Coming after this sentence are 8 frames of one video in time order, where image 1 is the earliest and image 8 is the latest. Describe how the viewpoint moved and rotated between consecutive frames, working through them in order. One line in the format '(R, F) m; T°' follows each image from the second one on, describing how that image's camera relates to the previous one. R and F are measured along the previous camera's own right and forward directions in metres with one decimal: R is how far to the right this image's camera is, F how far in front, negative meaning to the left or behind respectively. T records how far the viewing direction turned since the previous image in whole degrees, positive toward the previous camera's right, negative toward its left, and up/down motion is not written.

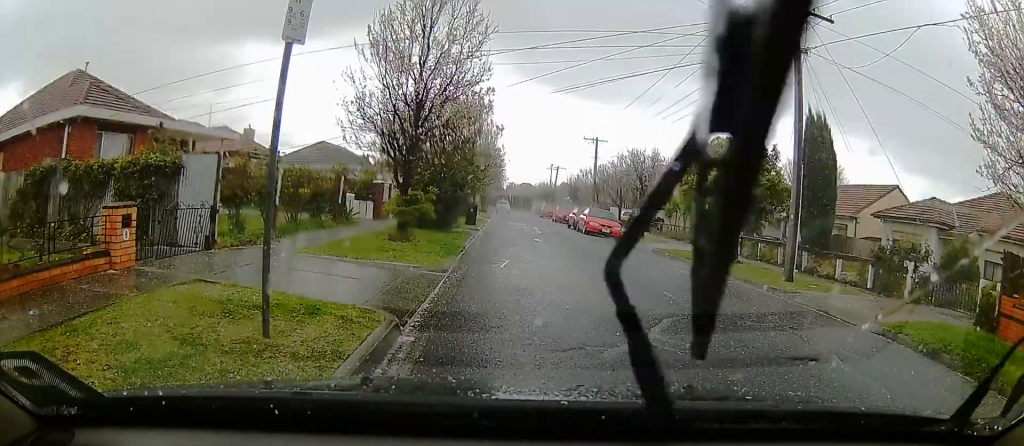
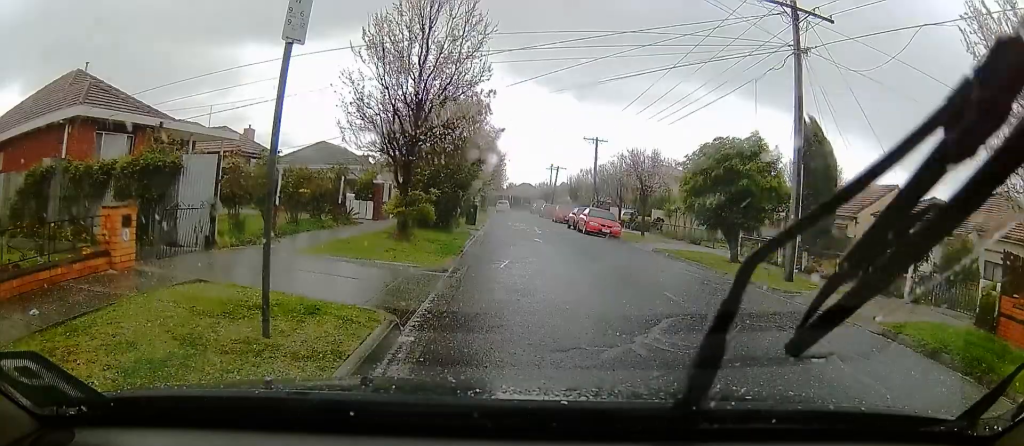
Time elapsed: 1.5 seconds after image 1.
(0.0, 0.0) m; 0°
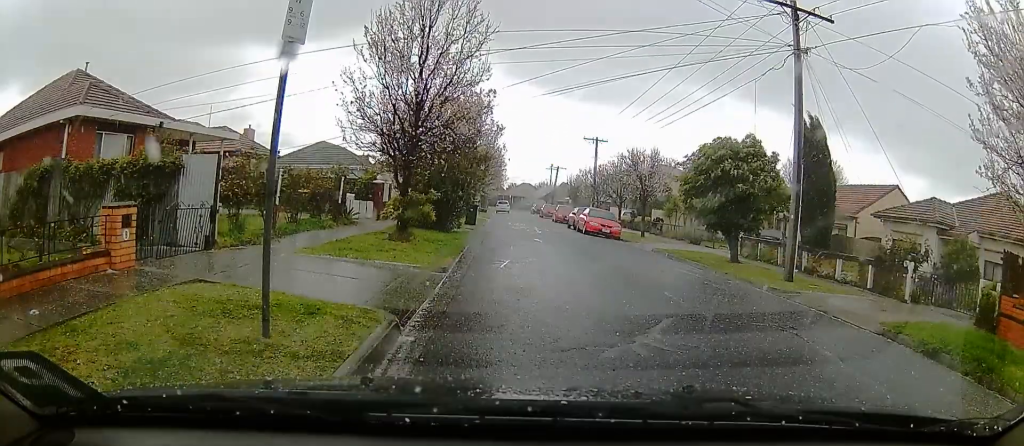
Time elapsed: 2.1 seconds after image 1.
(0.0, 0.0) m; 0°
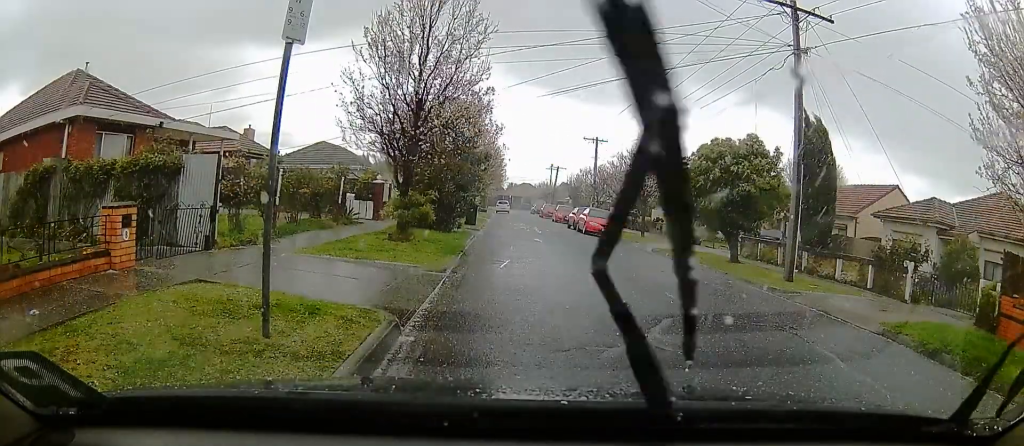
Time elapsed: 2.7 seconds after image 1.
(0.0, 0.0) m; 0°
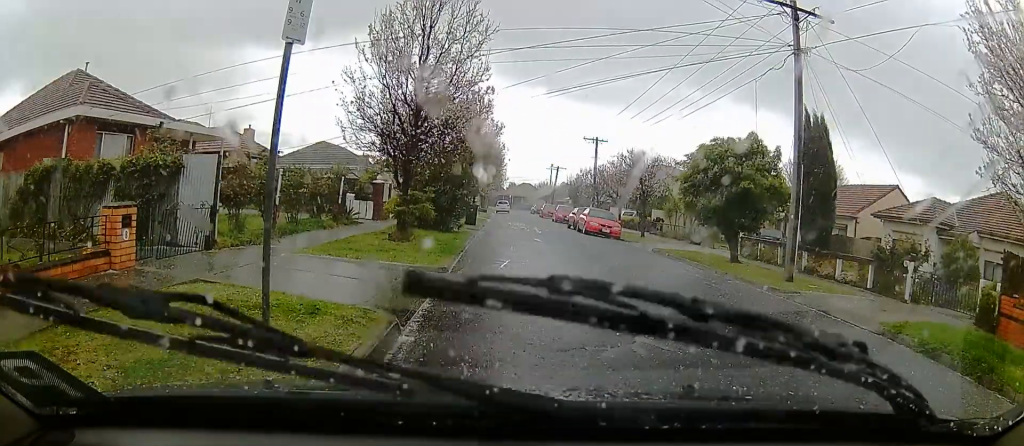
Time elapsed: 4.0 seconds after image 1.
(0.0, 0.0) m; 0°
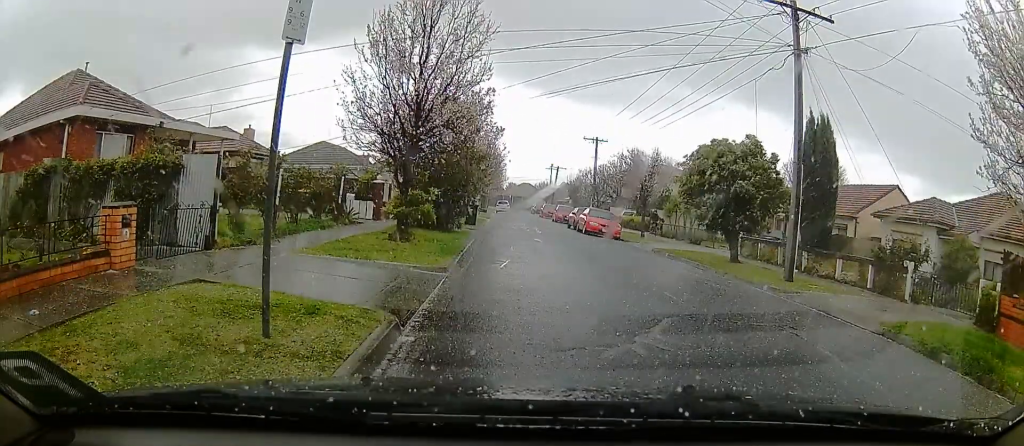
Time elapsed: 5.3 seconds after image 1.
(0.0, 0.0) m; 0°
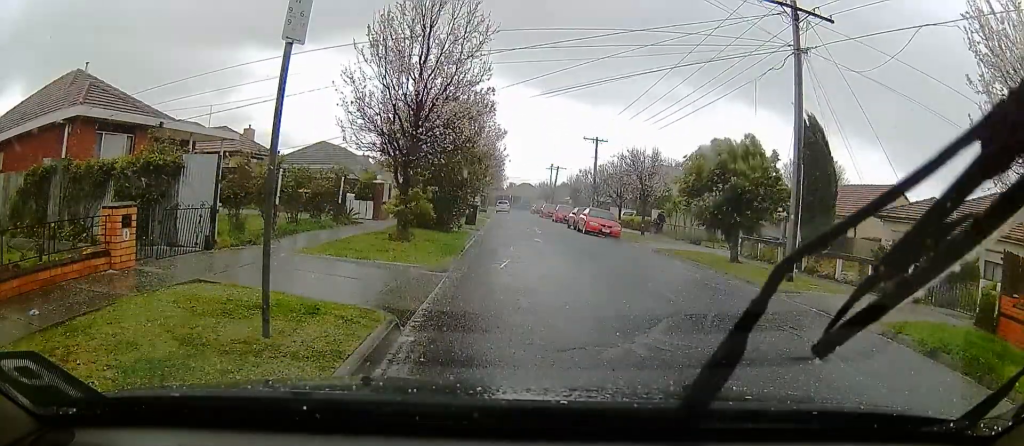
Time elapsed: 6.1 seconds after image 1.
(0.0, 0.0) m; 0°
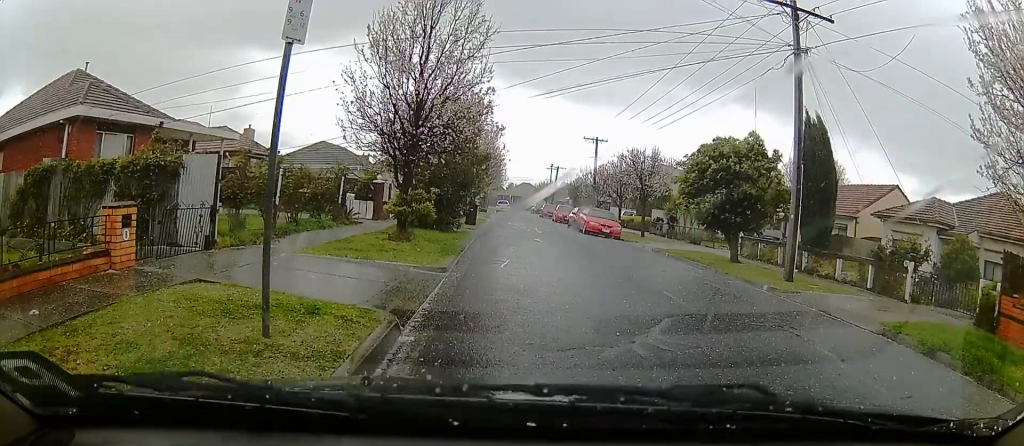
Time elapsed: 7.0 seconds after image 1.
(0.0, 0.0) m; 0°
